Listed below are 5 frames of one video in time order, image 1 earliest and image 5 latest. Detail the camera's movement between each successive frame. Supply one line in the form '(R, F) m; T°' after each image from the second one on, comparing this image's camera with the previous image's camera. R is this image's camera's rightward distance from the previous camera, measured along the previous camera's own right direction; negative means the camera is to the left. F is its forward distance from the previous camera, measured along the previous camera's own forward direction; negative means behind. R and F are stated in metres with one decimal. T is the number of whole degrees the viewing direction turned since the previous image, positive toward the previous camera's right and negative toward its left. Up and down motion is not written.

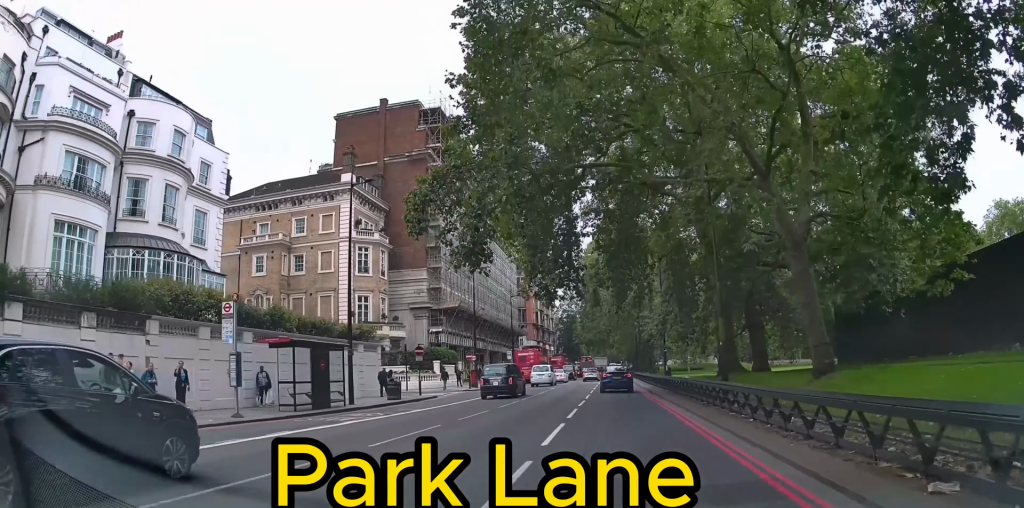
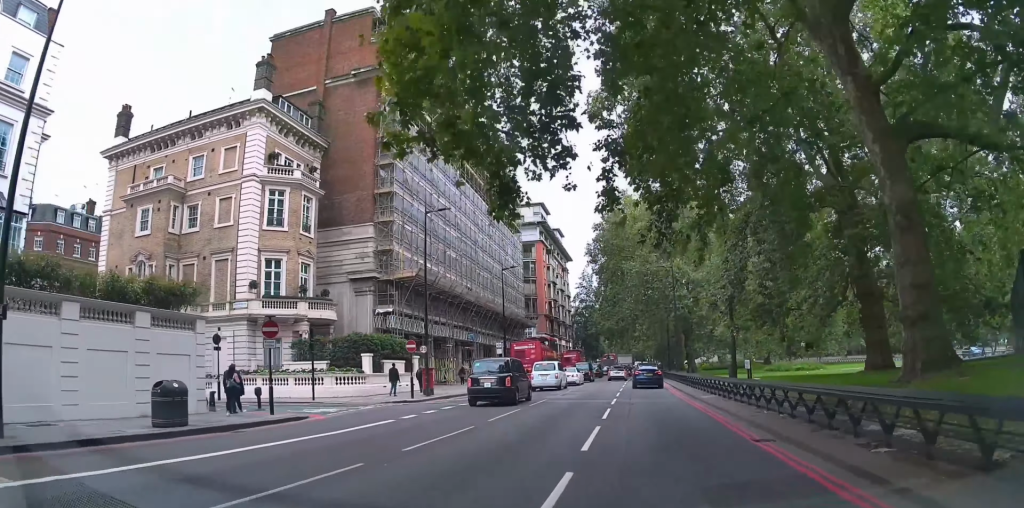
(-0.1, +17.5) m; -1°
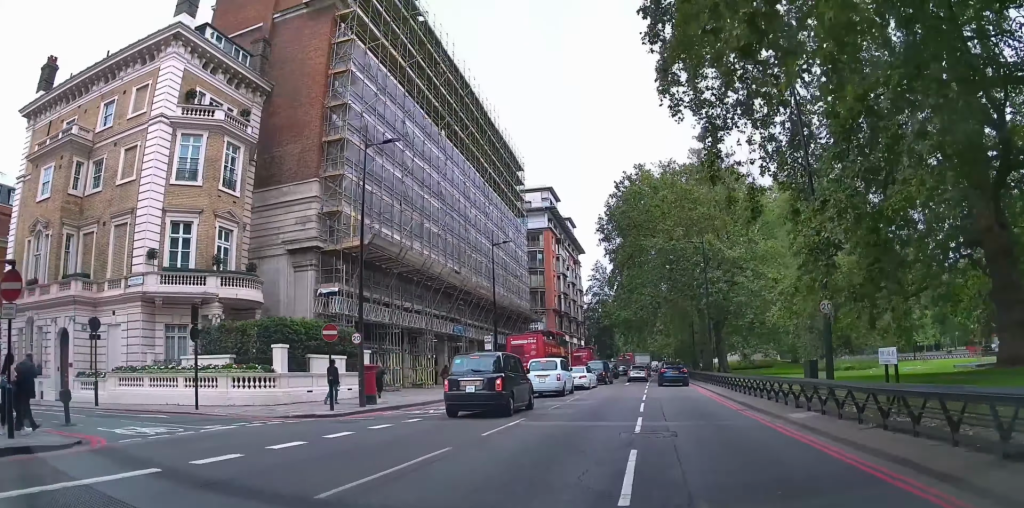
(-0.1, +9.7) m; 0°
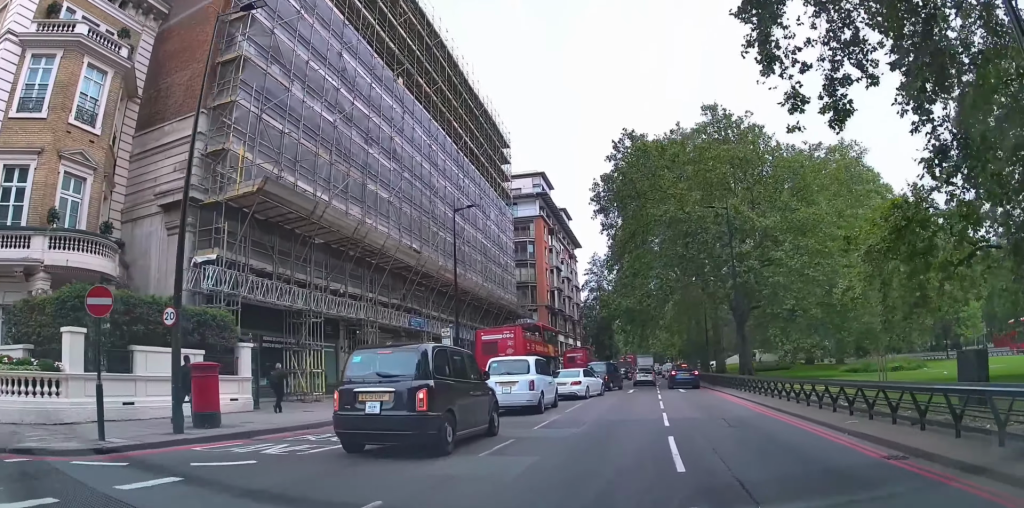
(0.0, +9.4) m; 0°
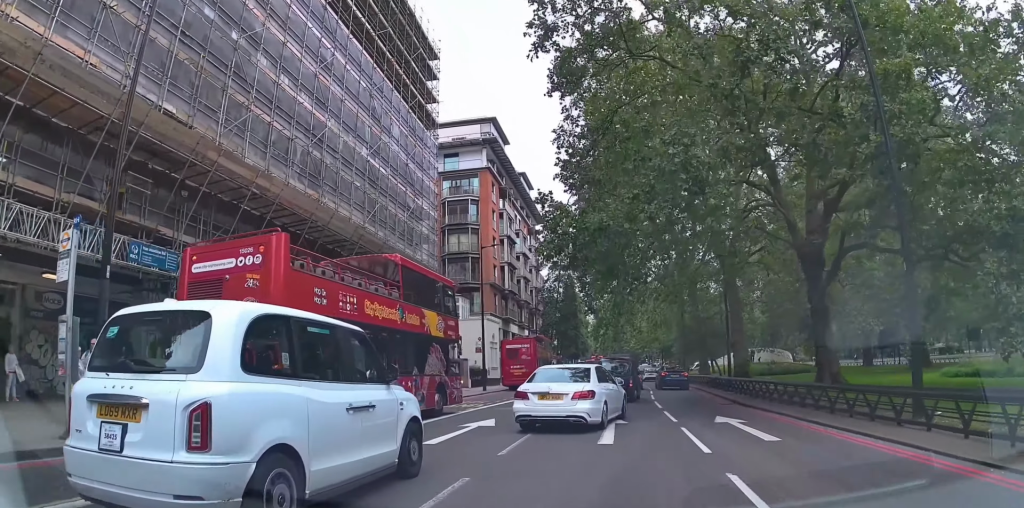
(0.0, +21.0) m; +3°
